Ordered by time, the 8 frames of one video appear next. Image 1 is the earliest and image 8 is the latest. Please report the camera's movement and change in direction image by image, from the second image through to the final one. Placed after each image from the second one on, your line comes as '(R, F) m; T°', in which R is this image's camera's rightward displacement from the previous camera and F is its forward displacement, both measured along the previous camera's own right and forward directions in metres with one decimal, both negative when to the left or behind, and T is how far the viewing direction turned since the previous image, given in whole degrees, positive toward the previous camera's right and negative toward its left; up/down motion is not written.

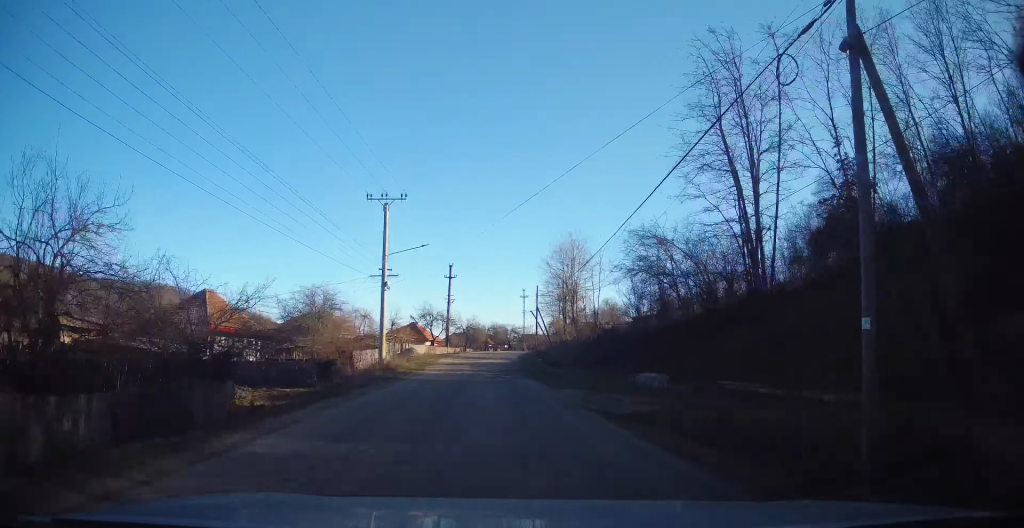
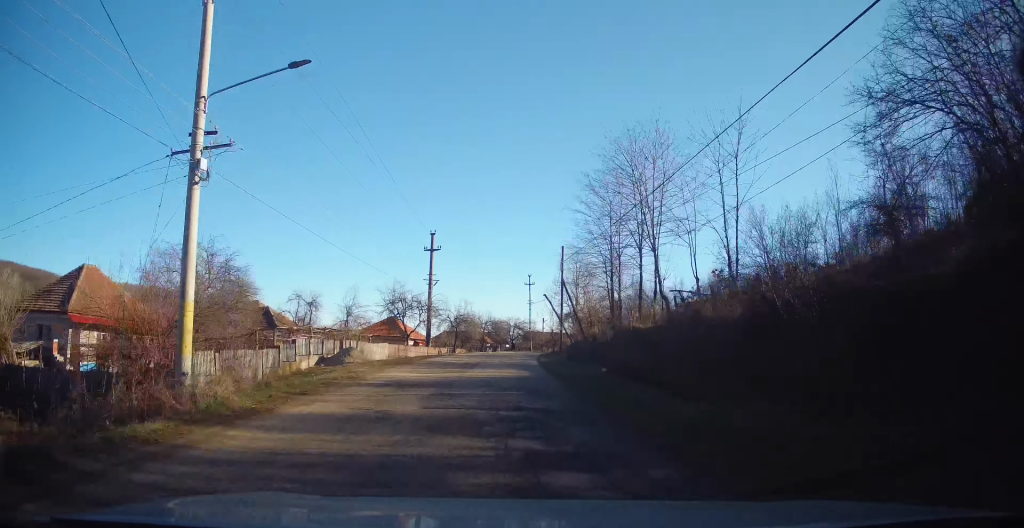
(+0.4, +19.7) m; 0°
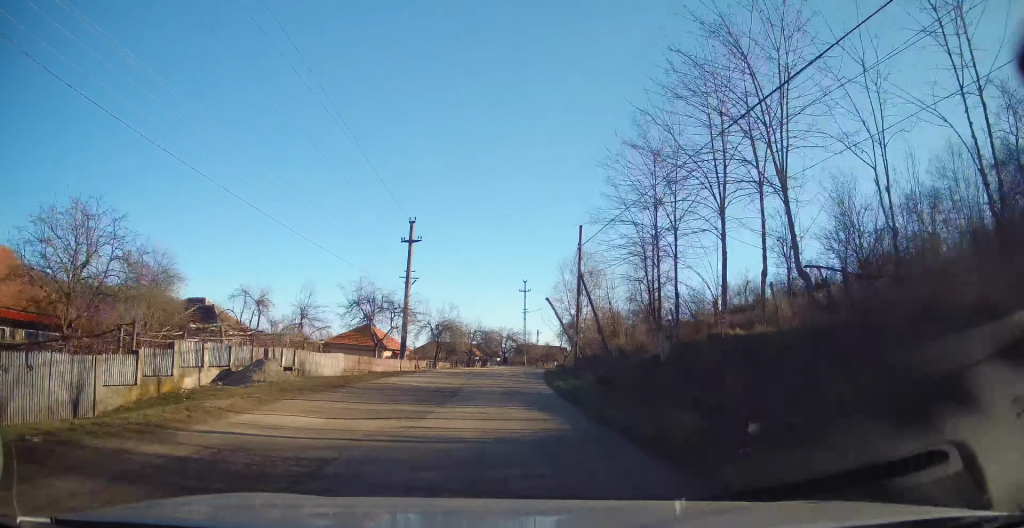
(-0.3, +9.2) m; 0°
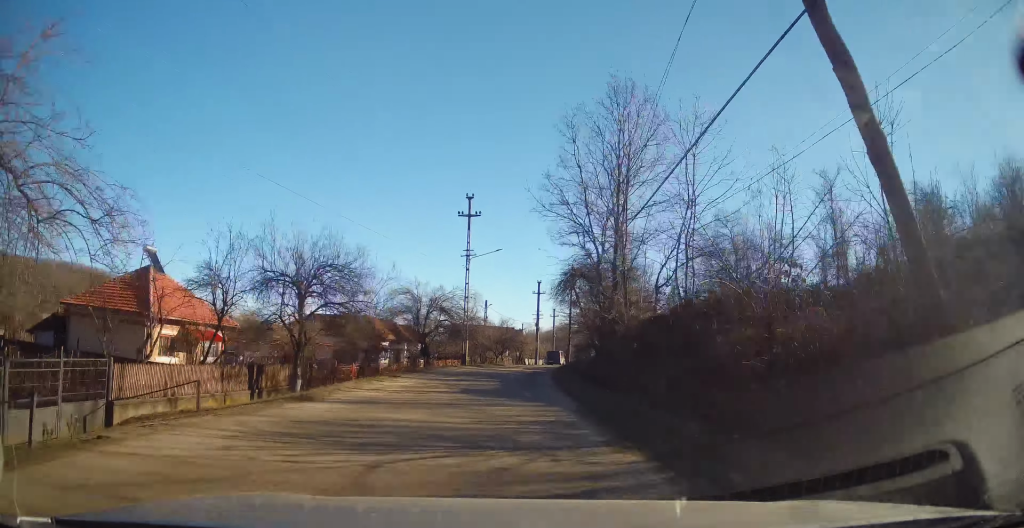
(+1.9, +37.5) m; +7°
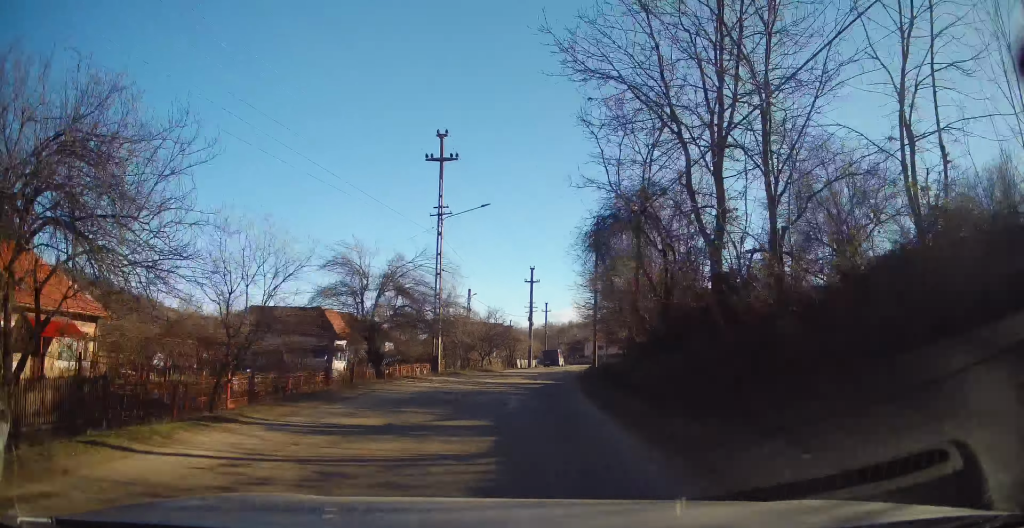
(+0.3, +11.7) m; +1°
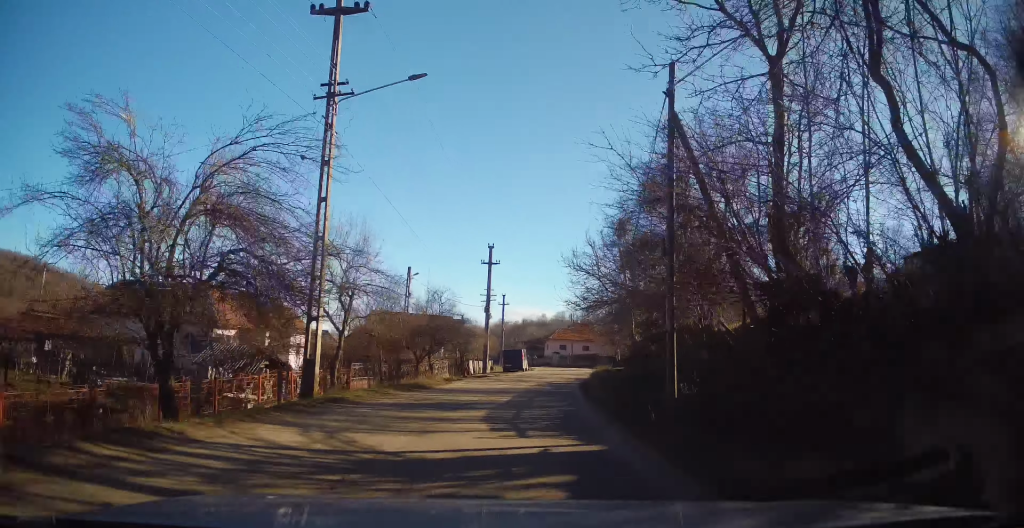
(0.0, +12.9) m; +4°
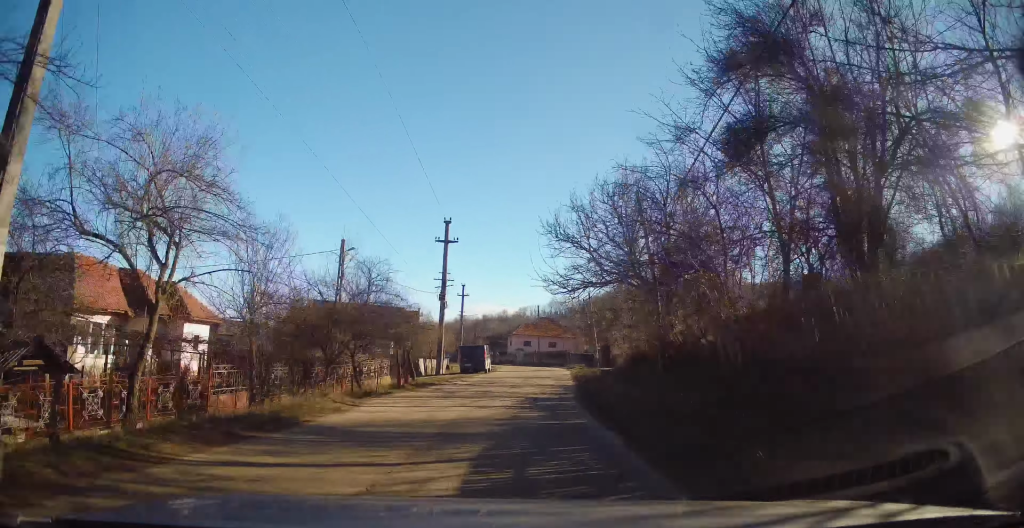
(+0.4, +8.7) m; +4°
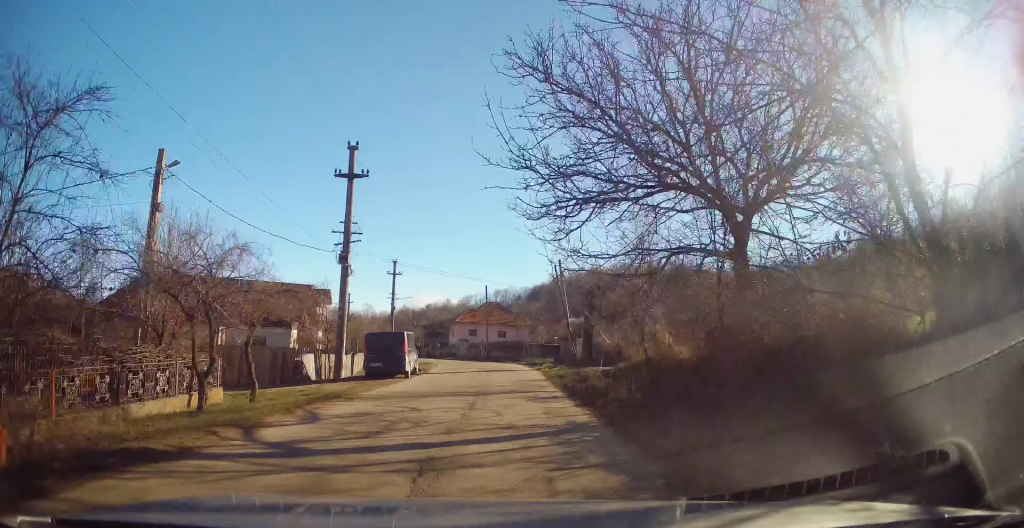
(+1.1, +14.4) m; +6°
